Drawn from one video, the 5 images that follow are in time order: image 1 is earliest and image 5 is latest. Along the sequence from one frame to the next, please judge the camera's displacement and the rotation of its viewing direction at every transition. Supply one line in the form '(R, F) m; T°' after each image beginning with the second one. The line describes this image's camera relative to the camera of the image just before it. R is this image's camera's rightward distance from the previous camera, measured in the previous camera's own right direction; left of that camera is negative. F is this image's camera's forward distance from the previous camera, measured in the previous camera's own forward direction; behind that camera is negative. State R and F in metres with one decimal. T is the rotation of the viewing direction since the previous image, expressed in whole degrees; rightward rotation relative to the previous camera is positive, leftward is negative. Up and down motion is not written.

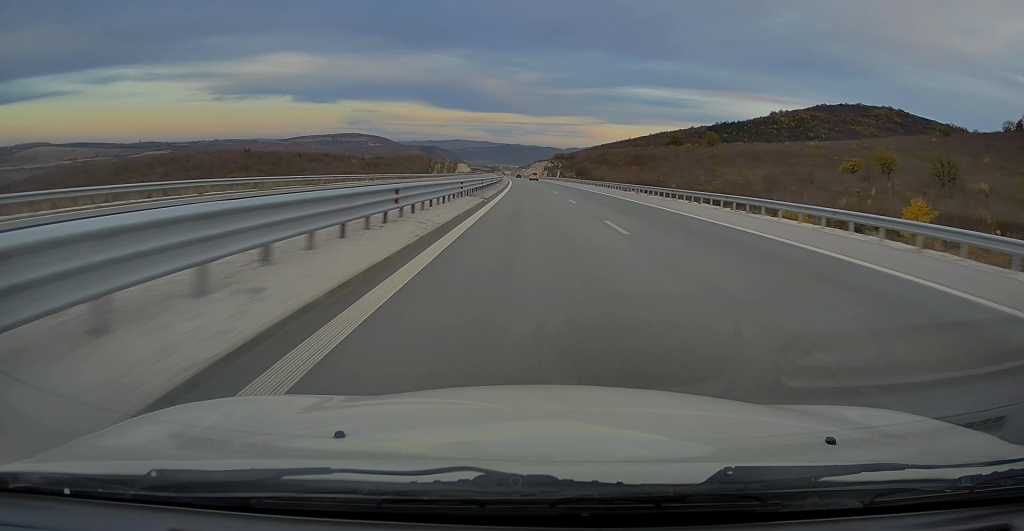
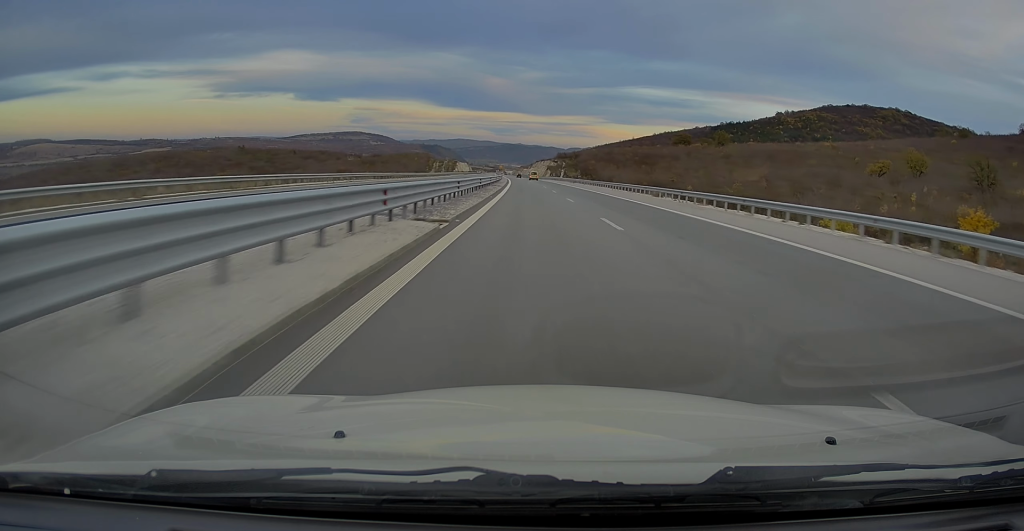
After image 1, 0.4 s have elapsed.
(+0.3, +14.7) m; 0°
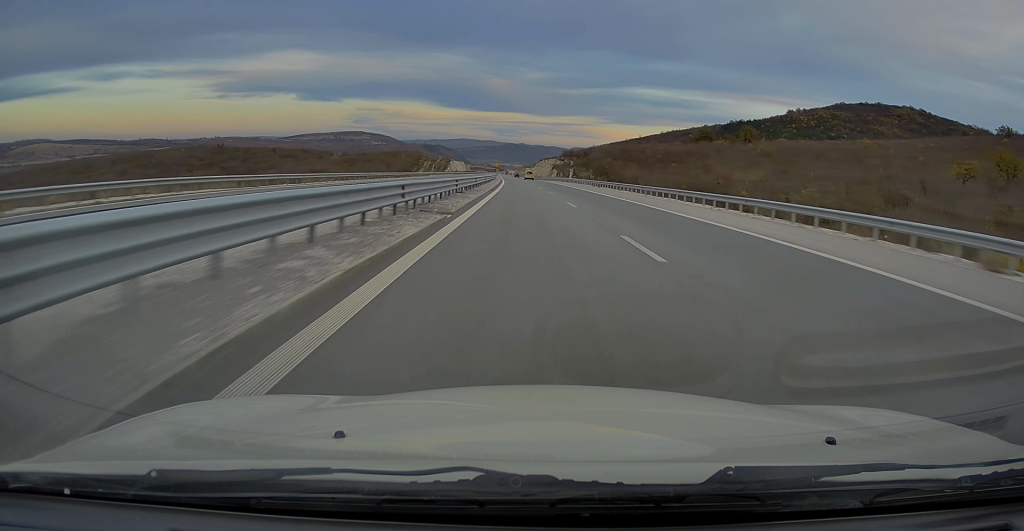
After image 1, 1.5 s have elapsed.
(-0.9, +37.2) m; -1°
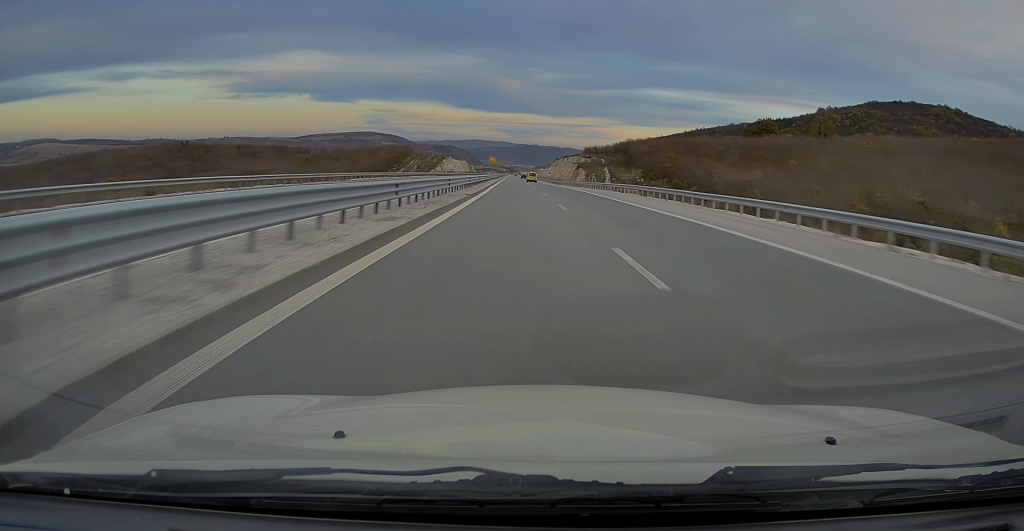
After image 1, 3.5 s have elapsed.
(0.0, +65.2) m; -1°
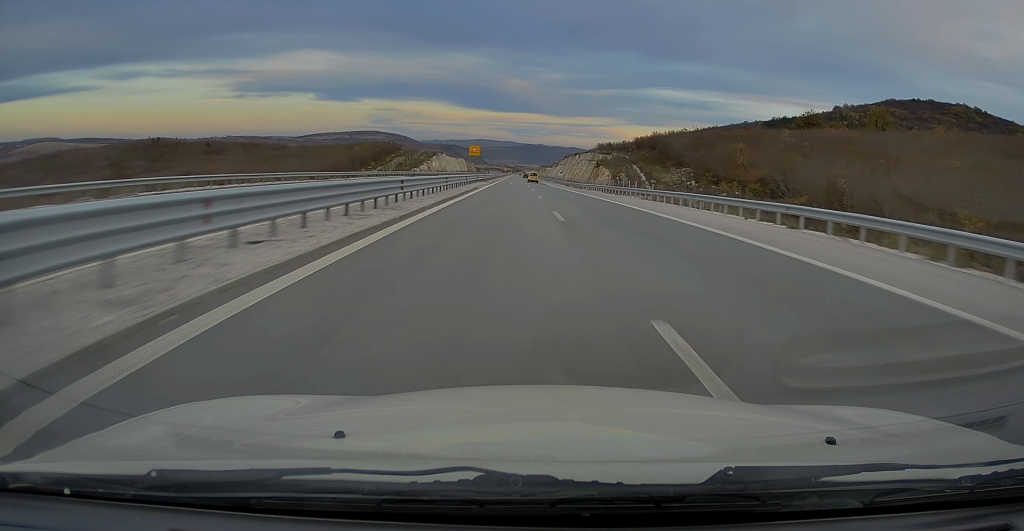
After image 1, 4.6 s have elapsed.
(-0.1, +37.1) m; -1°
